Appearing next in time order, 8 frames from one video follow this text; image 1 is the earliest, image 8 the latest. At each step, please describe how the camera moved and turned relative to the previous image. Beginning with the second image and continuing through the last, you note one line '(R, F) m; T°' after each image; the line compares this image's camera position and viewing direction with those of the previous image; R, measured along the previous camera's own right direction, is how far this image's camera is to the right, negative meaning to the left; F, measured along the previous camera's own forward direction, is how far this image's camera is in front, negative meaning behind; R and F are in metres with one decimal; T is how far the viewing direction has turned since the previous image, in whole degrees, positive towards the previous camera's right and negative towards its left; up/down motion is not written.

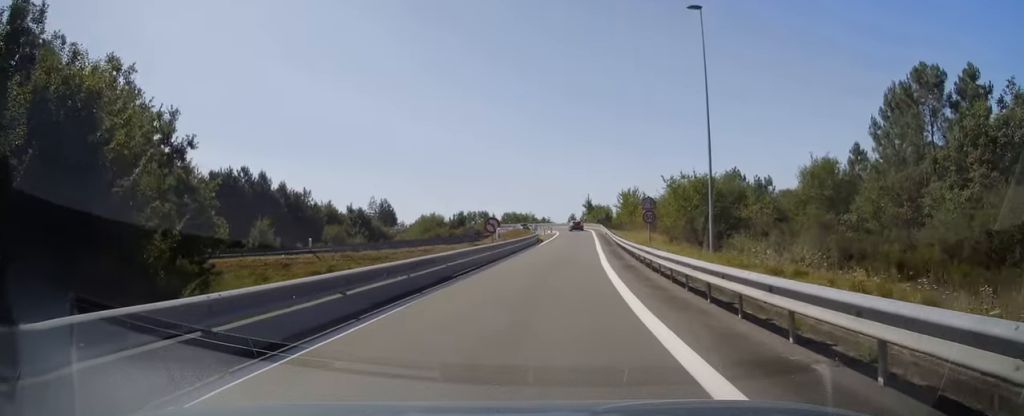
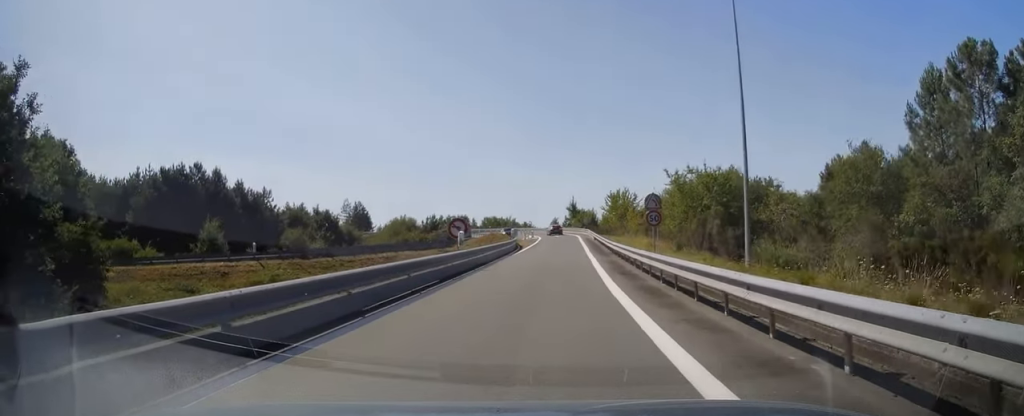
(+0.1, +7.4) m; +1°
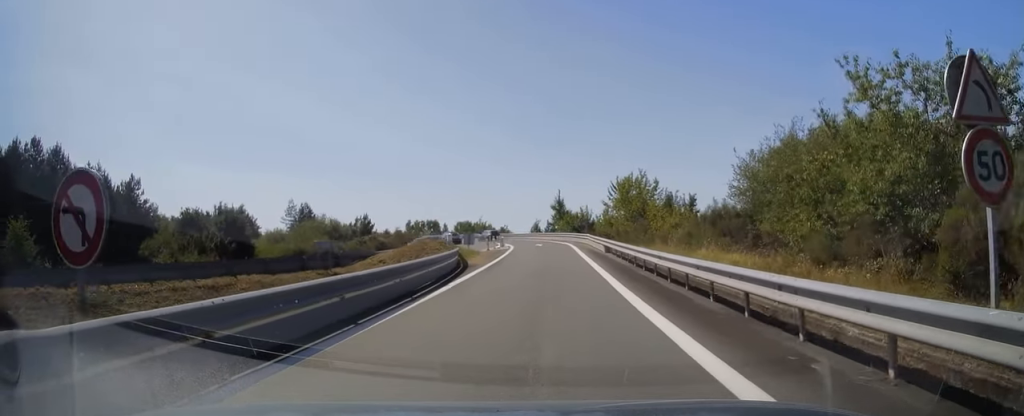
(+0.6, +24.5) m; +2°
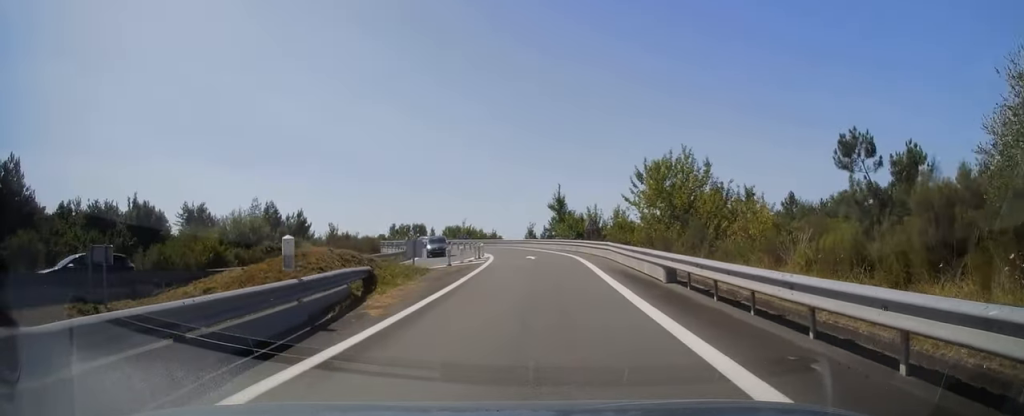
(0.0, +15.9) m; 0°
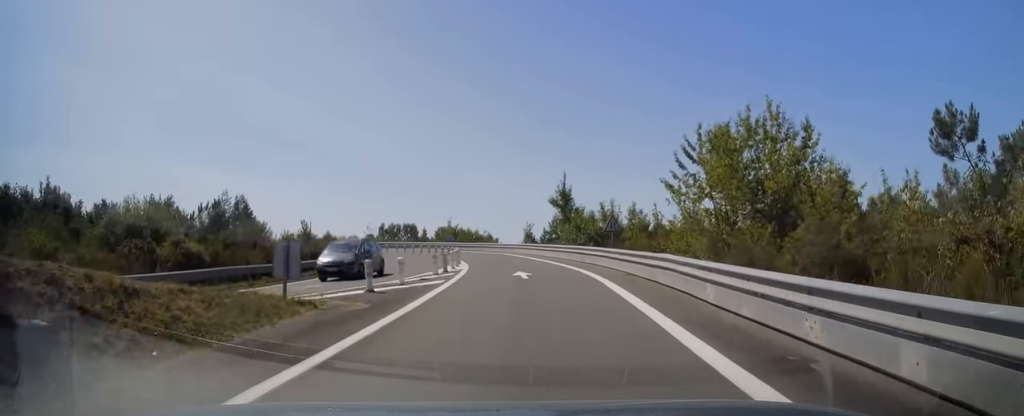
(+0.1, +12.5) m; -1°
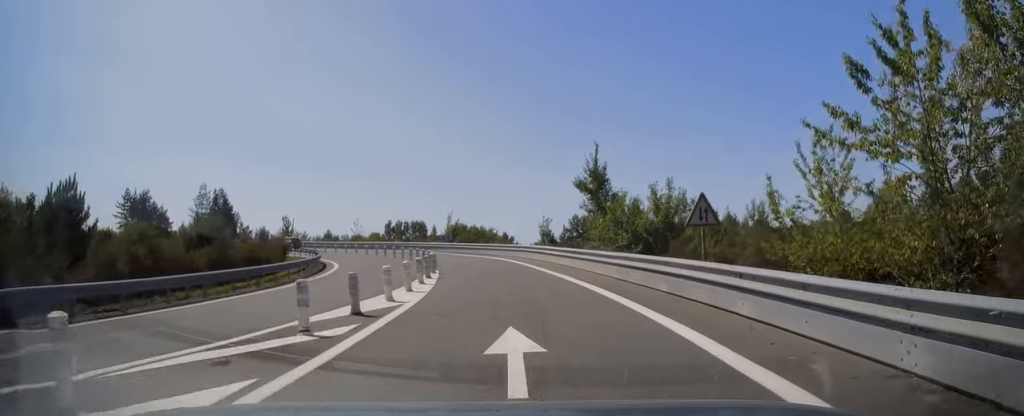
(-0.4, +13.6) m; -3°
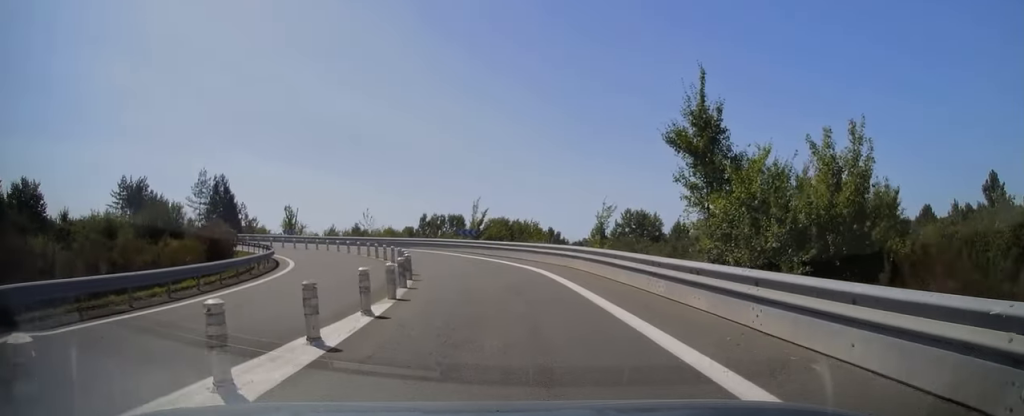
(-0.5, +13.3) m; -6°
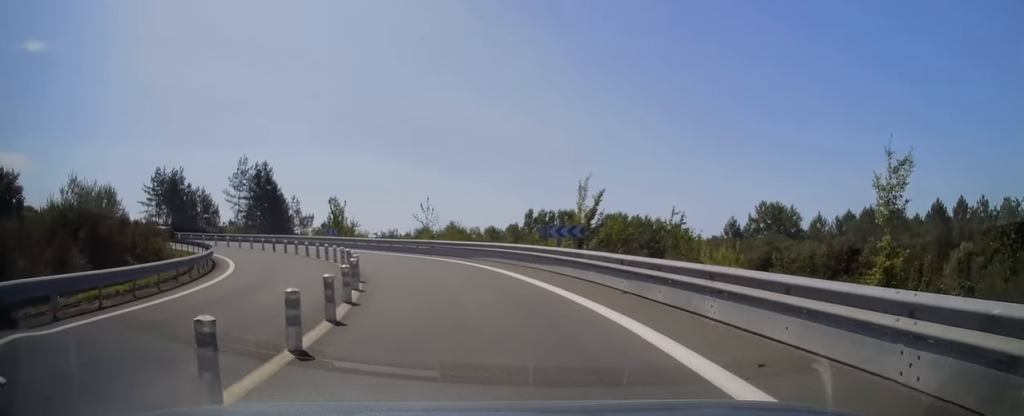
(-1.5, +17.9) m; -14°
